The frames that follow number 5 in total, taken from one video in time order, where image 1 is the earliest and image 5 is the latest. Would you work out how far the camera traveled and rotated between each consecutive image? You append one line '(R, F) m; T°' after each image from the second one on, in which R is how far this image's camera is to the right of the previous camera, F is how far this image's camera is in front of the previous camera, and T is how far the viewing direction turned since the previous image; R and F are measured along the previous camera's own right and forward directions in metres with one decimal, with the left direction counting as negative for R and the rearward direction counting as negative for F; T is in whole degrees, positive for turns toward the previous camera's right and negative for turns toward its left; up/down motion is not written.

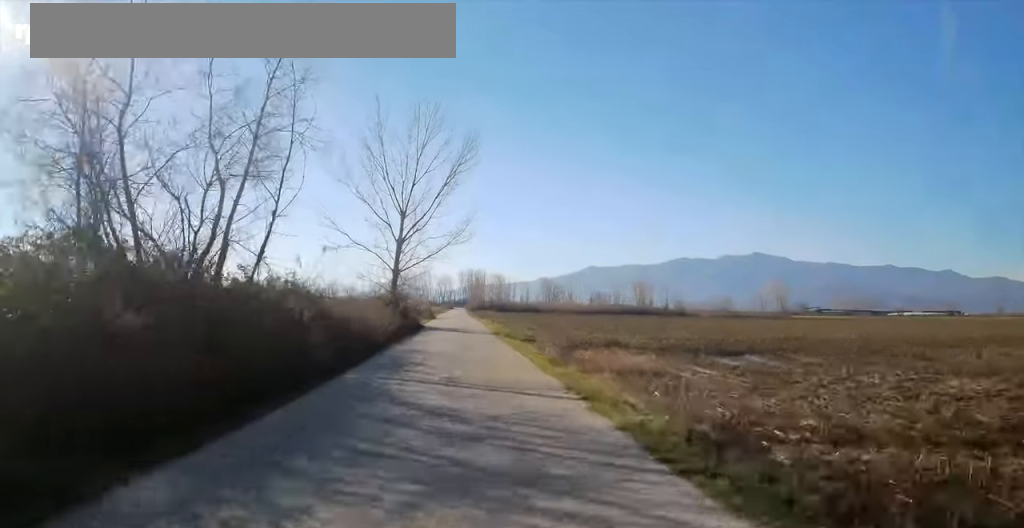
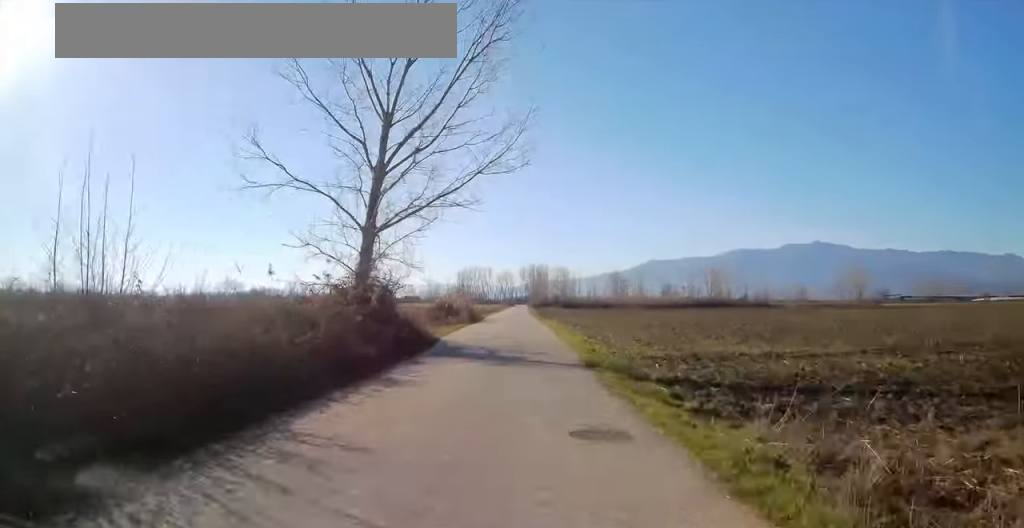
(-0.7, +24.0) m; -4°
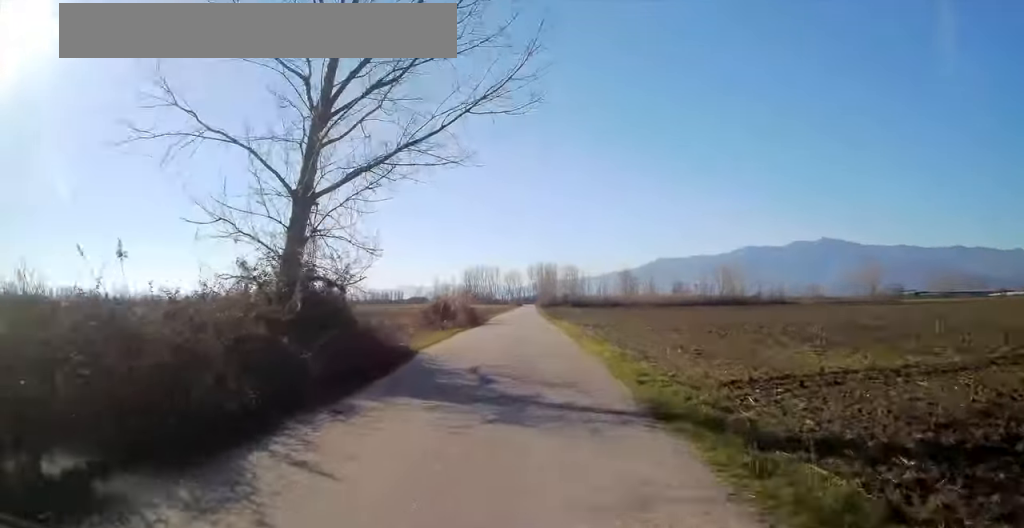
(0.0, +7.2) m; -2°
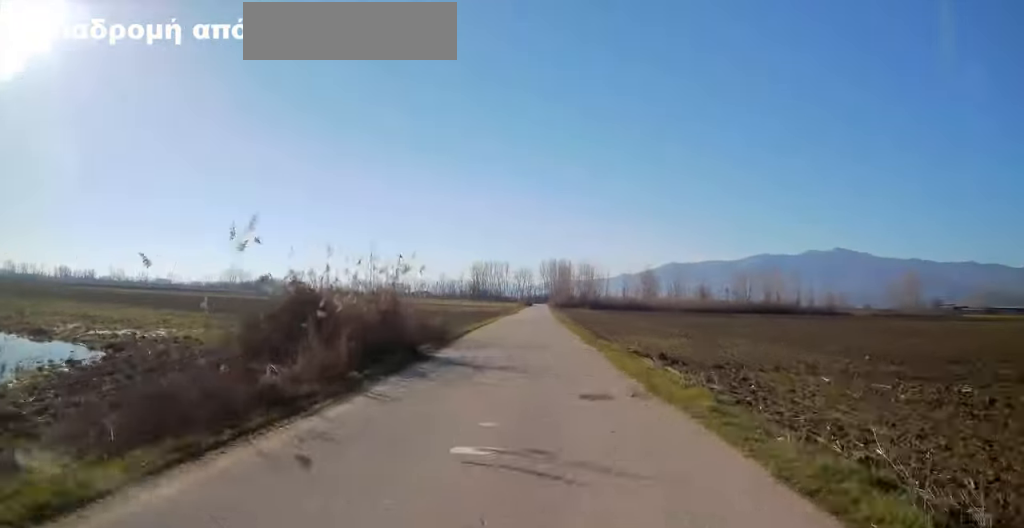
(-0.7, +29.3) m; -1°
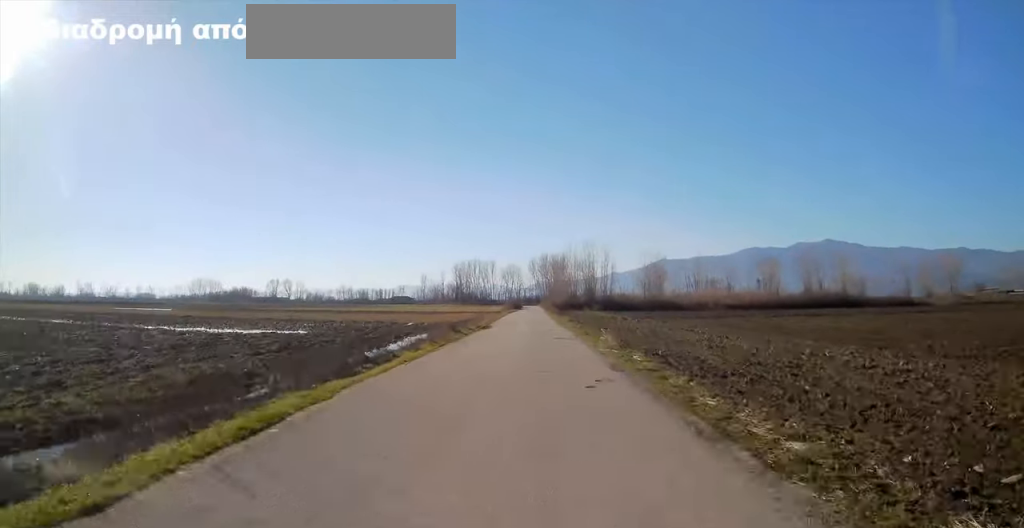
(+0.2, +46.8) m; 0°
